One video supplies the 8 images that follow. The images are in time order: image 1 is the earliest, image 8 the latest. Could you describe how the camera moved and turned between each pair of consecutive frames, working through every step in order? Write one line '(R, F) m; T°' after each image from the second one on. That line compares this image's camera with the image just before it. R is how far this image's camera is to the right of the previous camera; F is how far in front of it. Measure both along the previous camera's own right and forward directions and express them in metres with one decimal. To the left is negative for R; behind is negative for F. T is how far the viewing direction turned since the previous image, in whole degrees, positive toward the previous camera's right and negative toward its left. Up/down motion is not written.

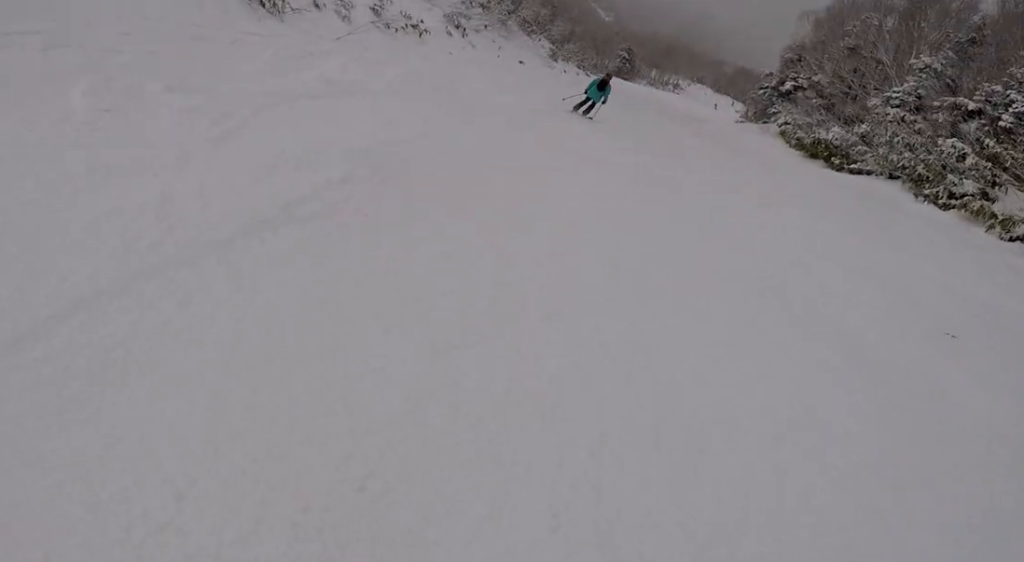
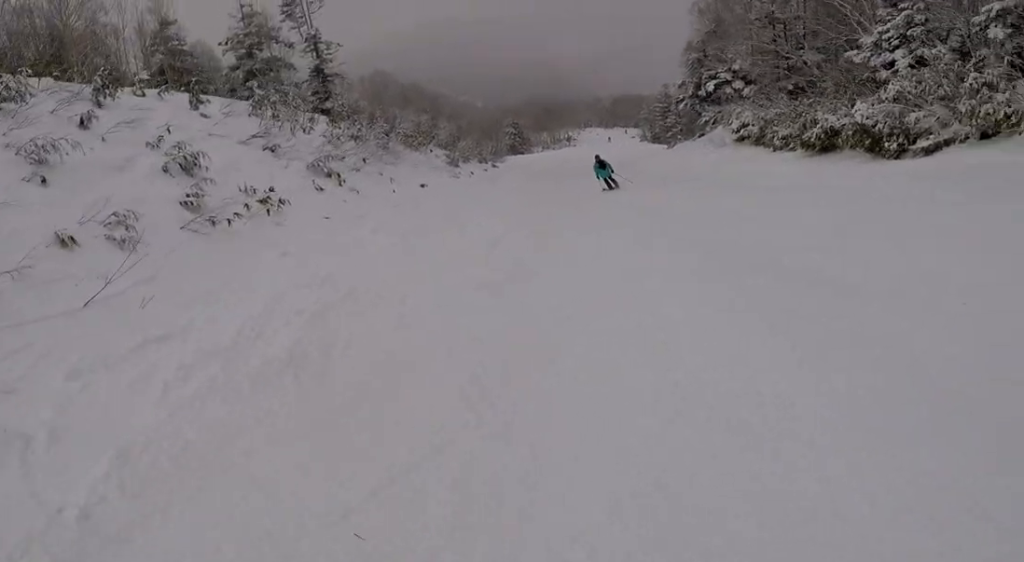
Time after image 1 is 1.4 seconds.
(-0.3, +7.5) m; +4°
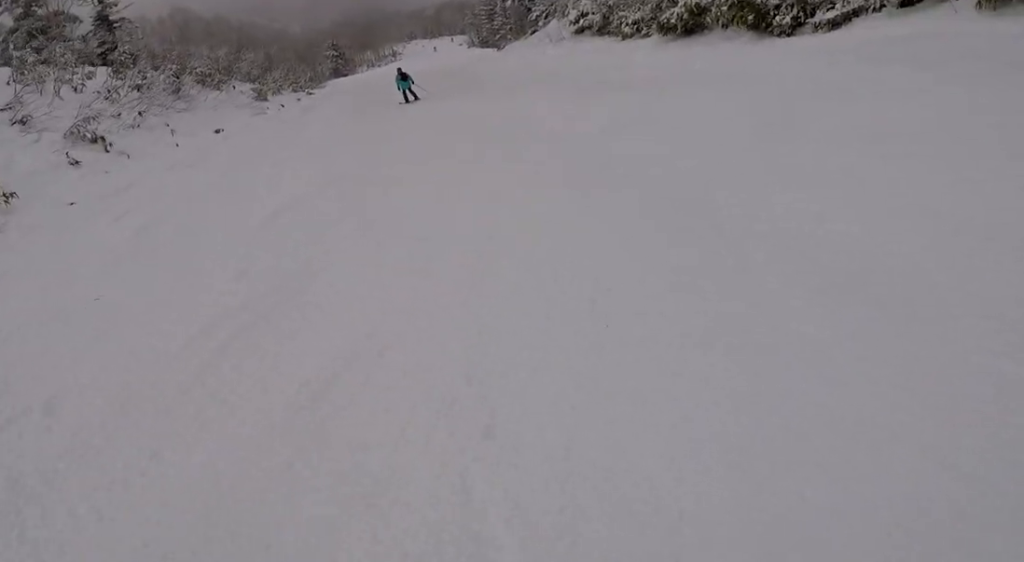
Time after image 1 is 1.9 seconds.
(+0.4, +3.3) m; +4°
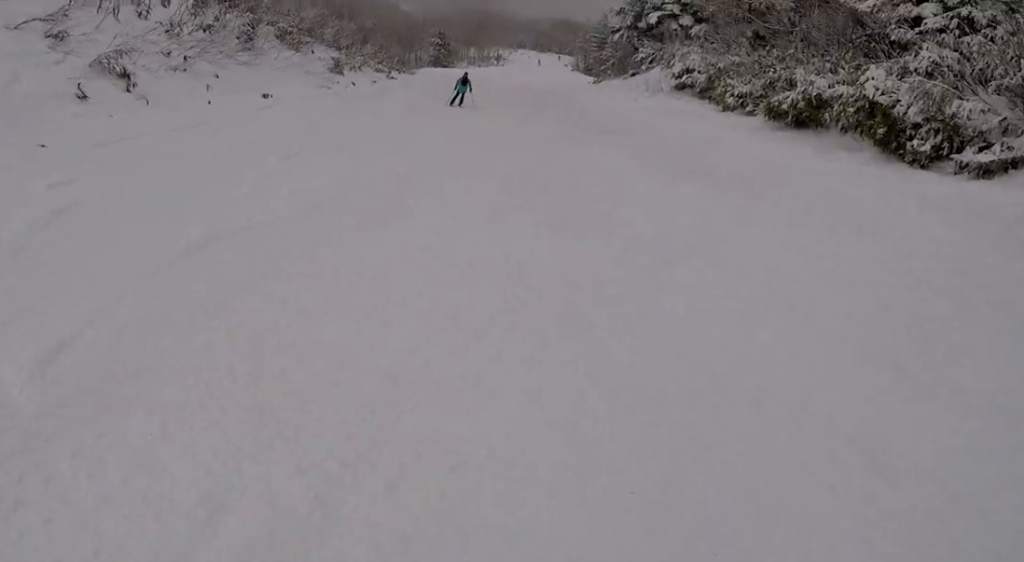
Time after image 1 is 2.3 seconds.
(0.0, +2.6) m; 0°
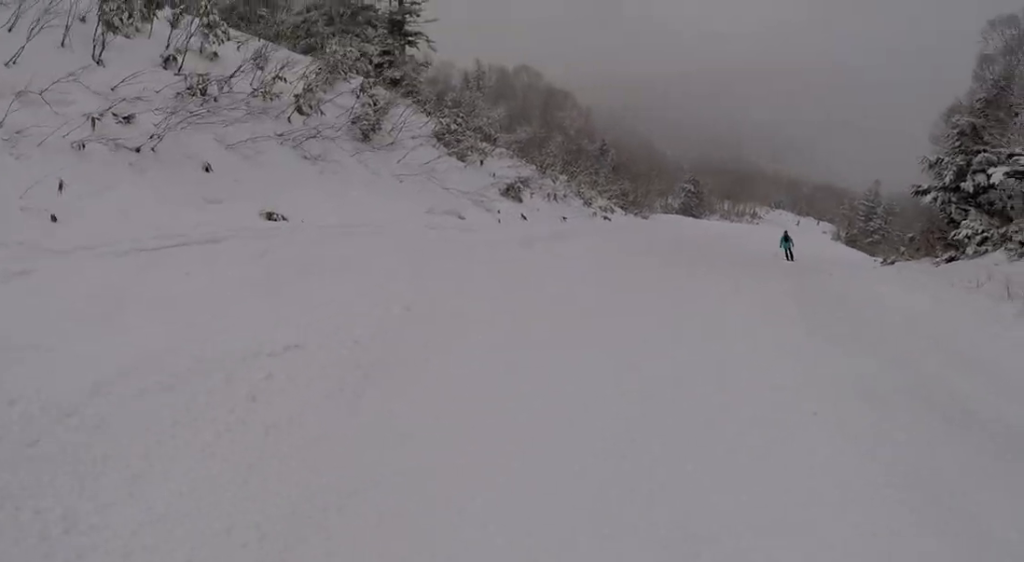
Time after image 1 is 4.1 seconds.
(-1.0, +11.2) m; -5°
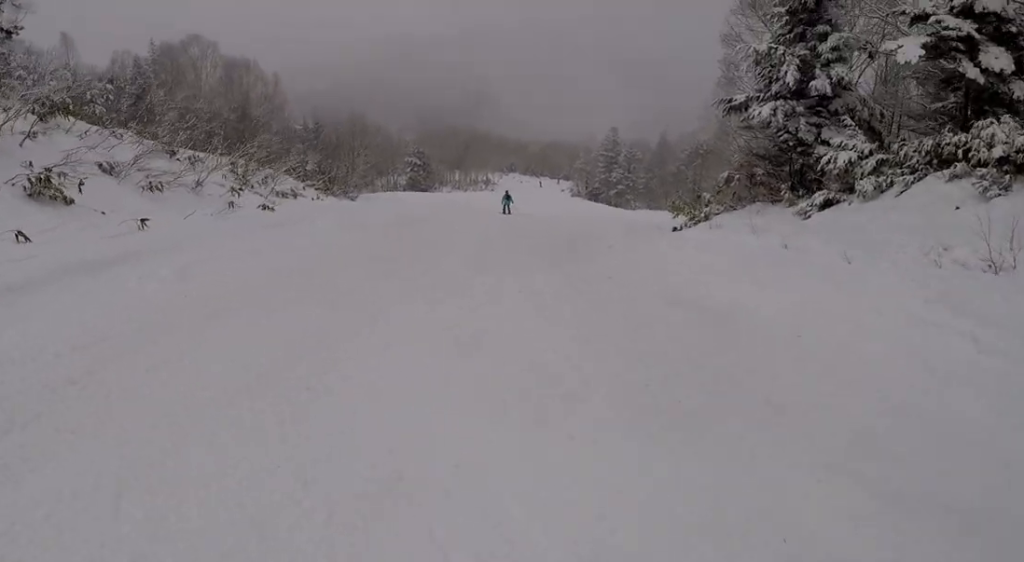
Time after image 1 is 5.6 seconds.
(+0.9, +10.2) m; -1°
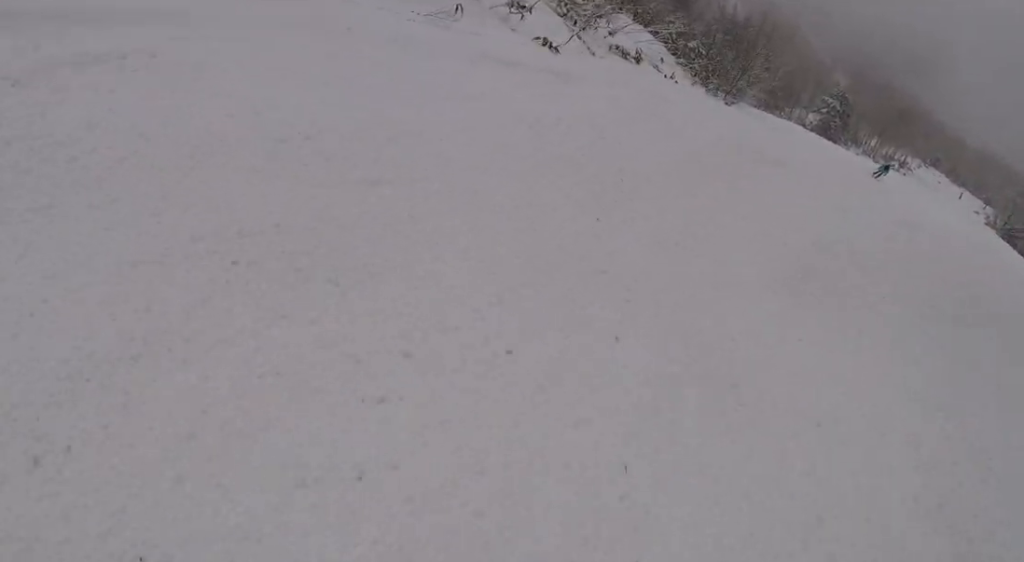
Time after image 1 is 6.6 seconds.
(-0.7, +6.8) m; -4°
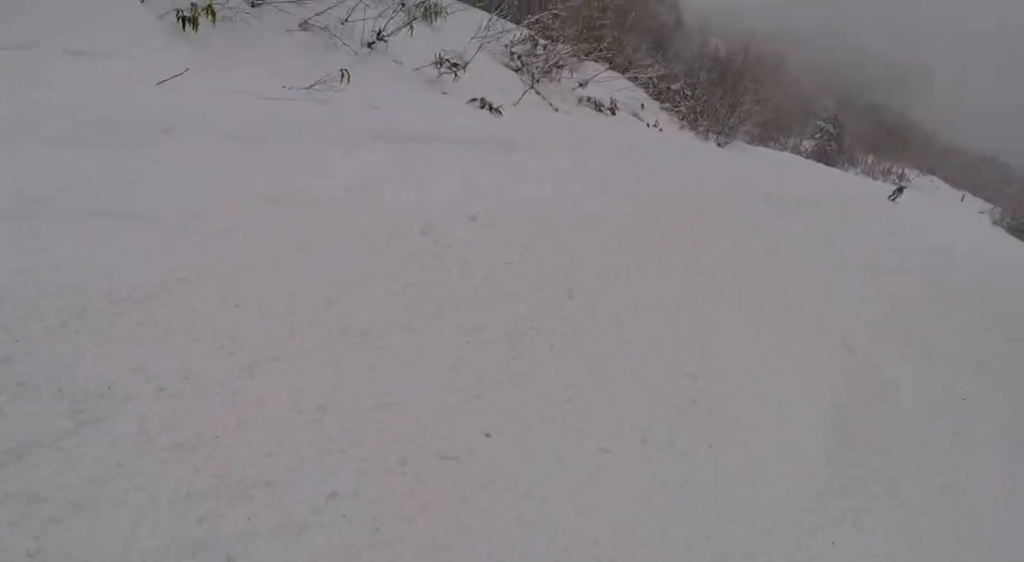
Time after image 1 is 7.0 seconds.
(-1.0, +3.2) m; +3°
